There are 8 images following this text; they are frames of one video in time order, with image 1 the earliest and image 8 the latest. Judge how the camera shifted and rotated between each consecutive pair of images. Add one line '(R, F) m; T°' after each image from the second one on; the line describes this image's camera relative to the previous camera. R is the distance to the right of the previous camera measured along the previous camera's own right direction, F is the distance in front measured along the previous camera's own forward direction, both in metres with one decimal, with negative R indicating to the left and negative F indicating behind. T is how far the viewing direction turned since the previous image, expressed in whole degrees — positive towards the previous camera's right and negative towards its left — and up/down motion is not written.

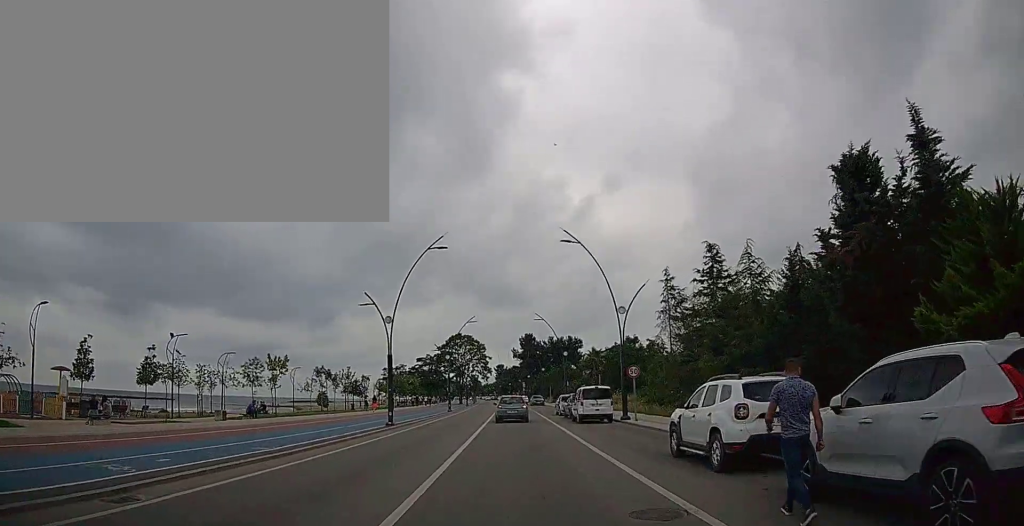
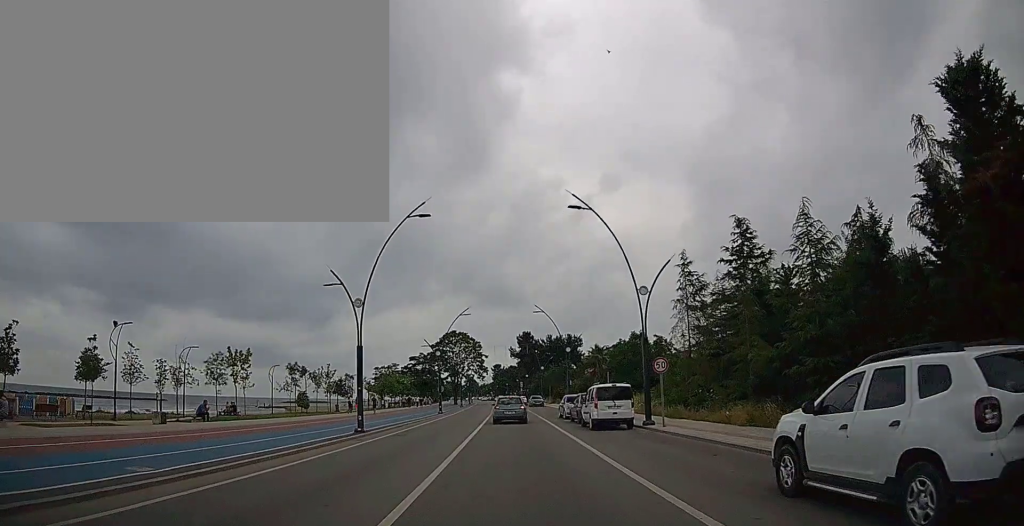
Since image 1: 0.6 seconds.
(+0.1, +5.3) m; 0°
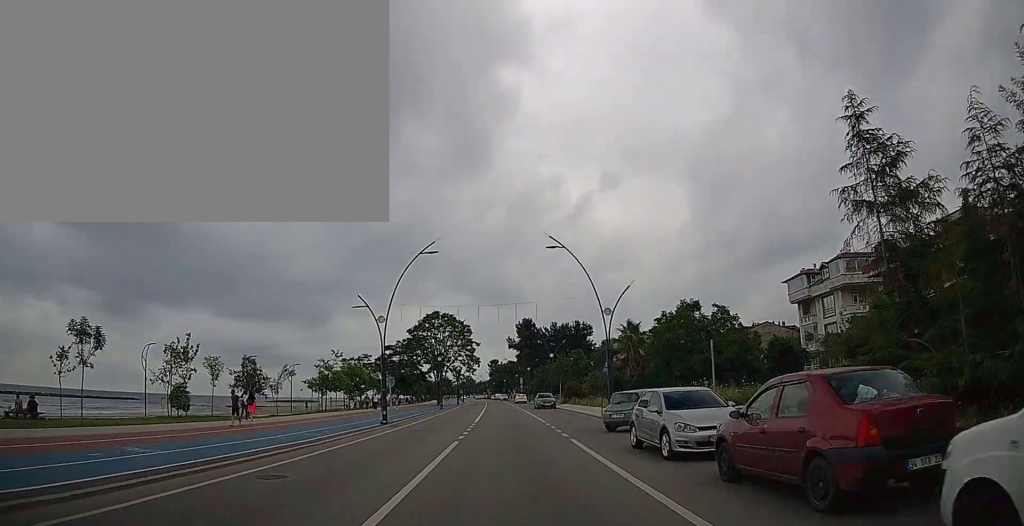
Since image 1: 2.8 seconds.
(+0.2, +22.1) m; 0°
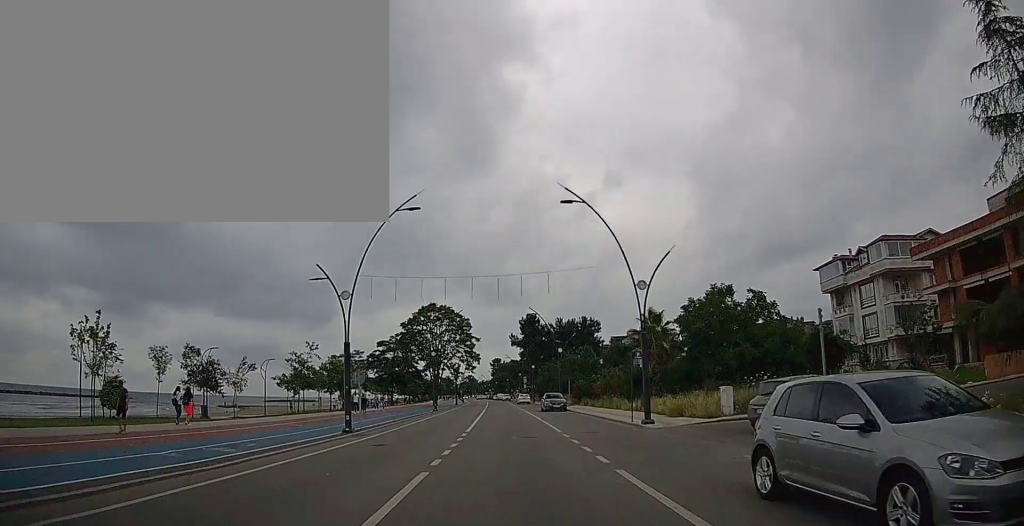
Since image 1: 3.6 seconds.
(0.0, +7.7) m; 0°
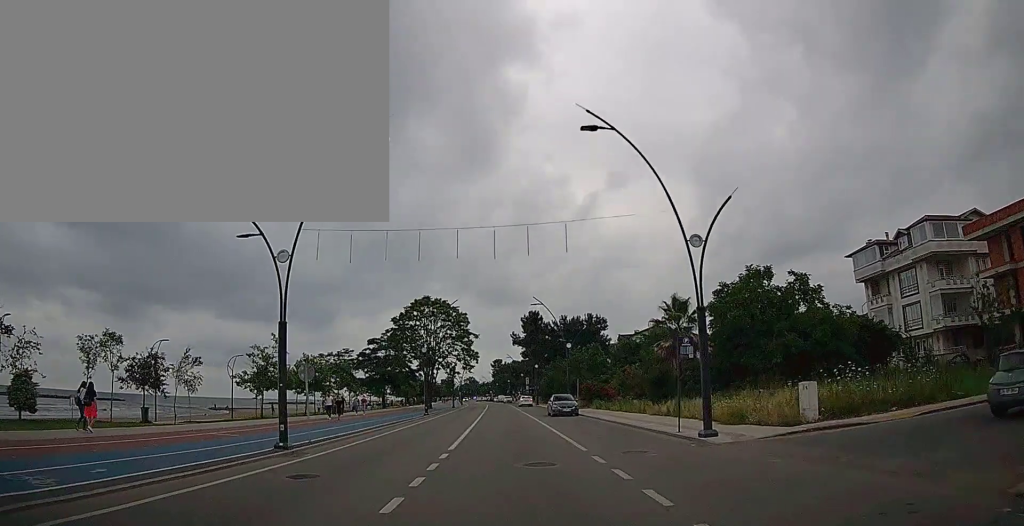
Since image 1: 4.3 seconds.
(-0.1, +6.7) m; 0°
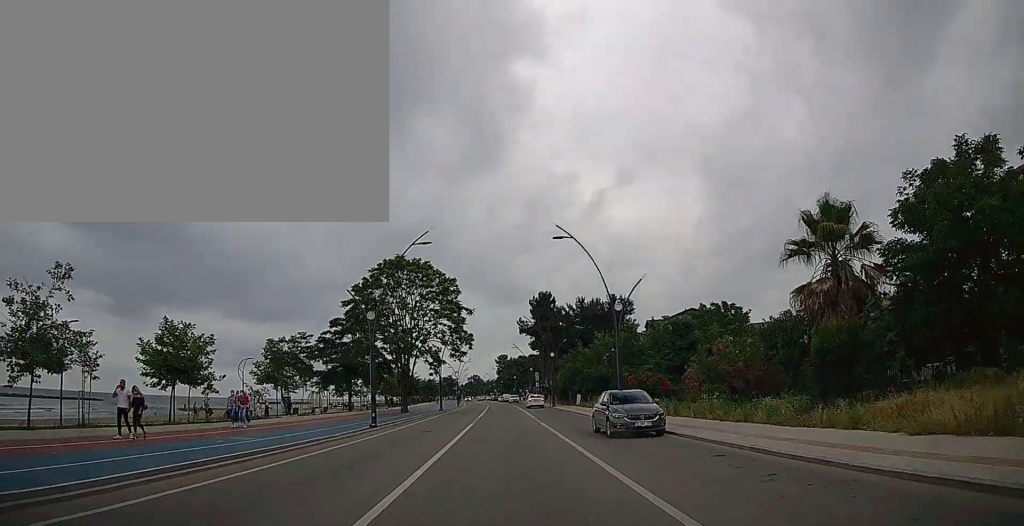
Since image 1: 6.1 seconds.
(0.0, +19.9) m; -1°
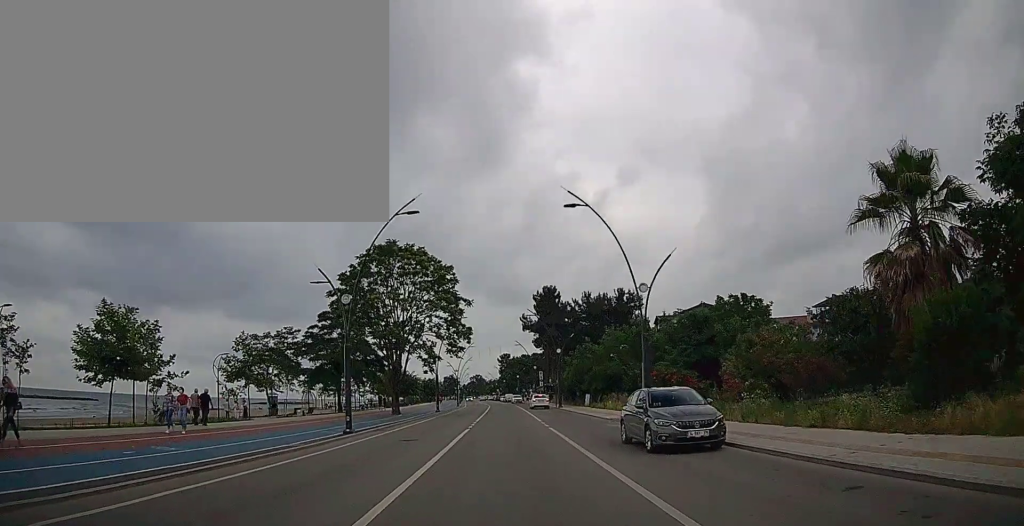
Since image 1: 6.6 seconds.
(0.0, +4.8) m; 0°
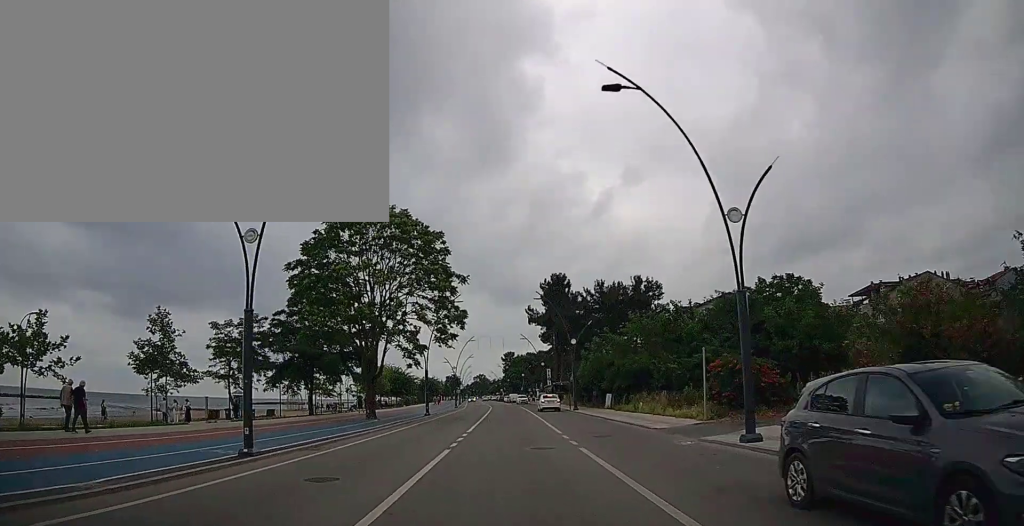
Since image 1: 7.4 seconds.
(0.0, +9.3) m; 0°
